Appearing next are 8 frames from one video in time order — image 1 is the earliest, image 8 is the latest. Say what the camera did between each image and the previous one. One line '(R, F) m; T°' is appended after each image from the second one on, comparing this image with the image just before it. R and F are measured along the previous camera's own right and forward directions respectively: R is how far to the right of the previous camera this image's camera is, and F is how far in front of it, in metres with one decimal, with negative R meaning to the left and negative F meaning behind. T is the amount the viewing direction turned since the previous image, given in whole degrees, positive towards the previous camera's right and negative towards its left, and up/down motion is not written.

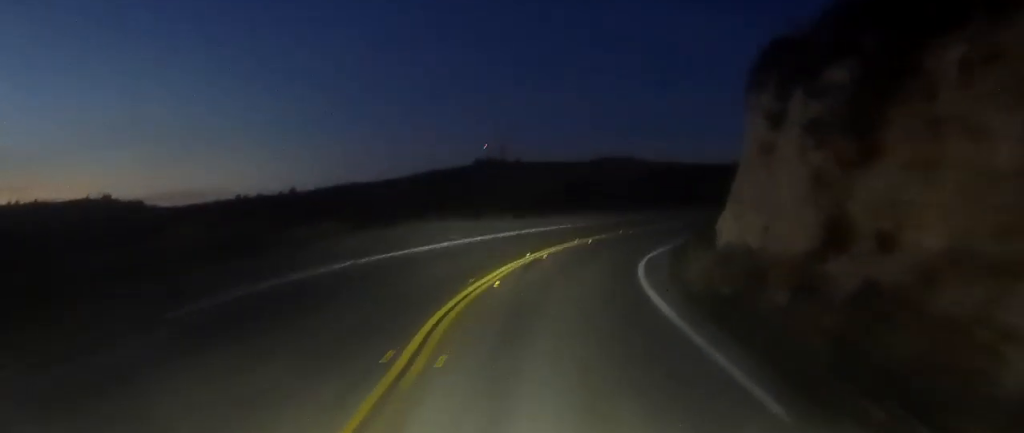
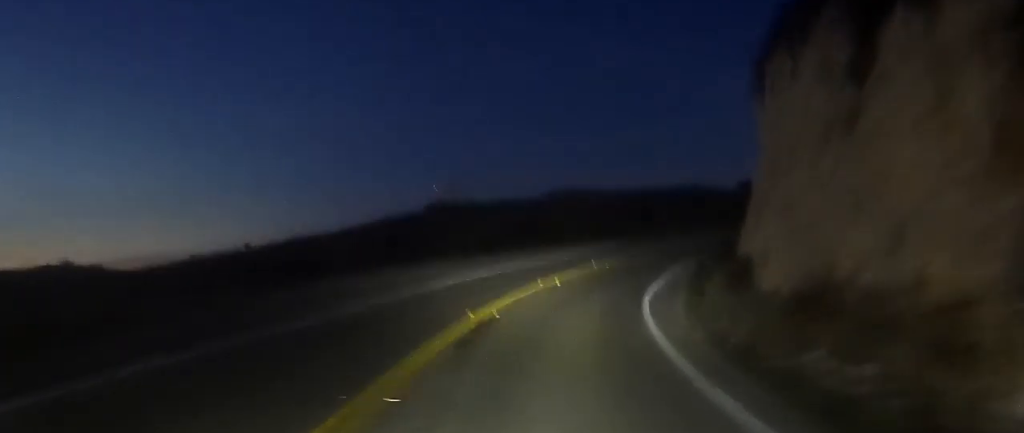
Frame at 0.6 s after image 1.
(+0.3, +8.0) m; +3°
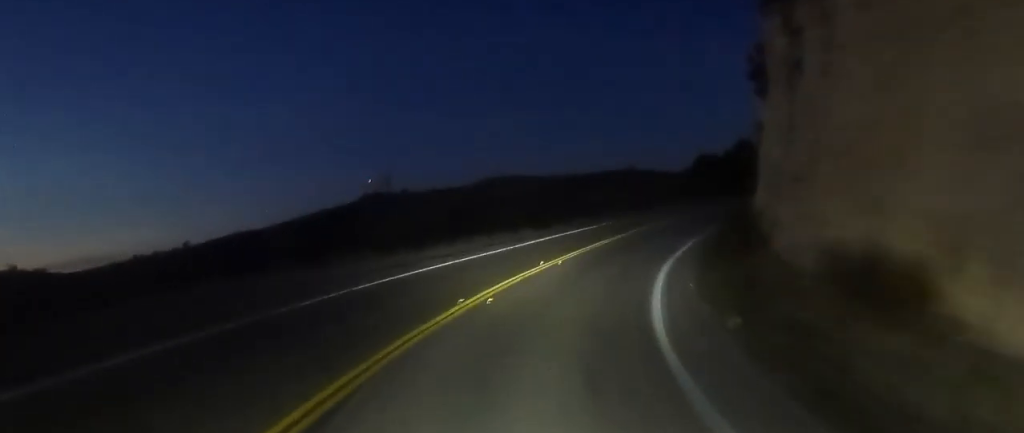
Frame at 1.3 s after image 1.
(+0.3, +8.8) m; +4°
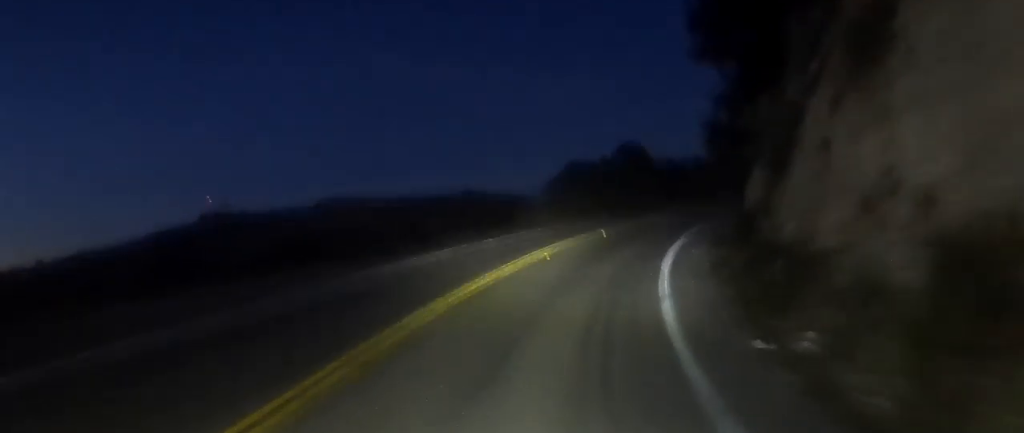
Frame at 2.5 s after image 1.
(+1.0, +15.9) m; +9°
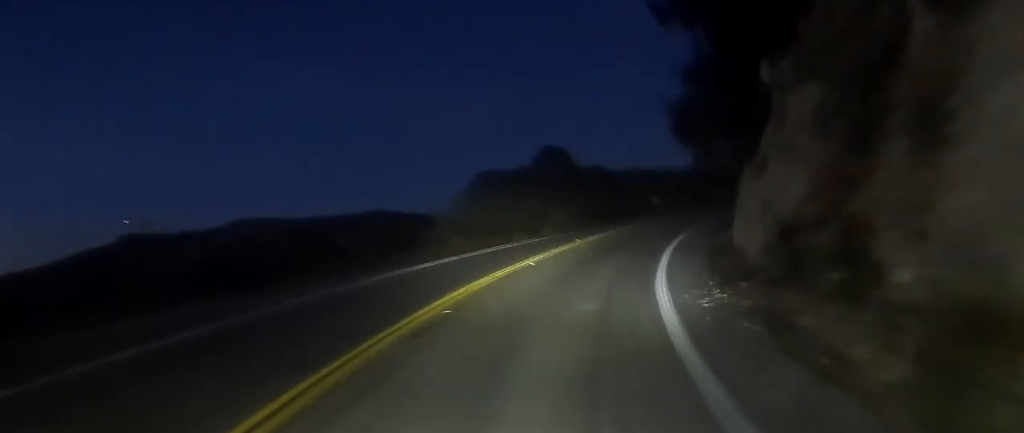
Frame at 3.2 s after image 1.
(+0.1, +7.9) m; +6°
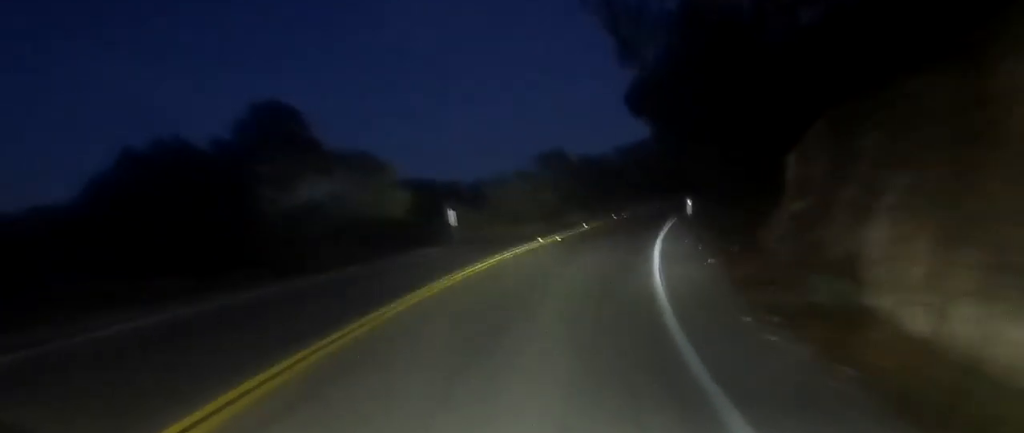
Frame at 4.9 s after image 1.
(+3.4, +19.9) m; +14°
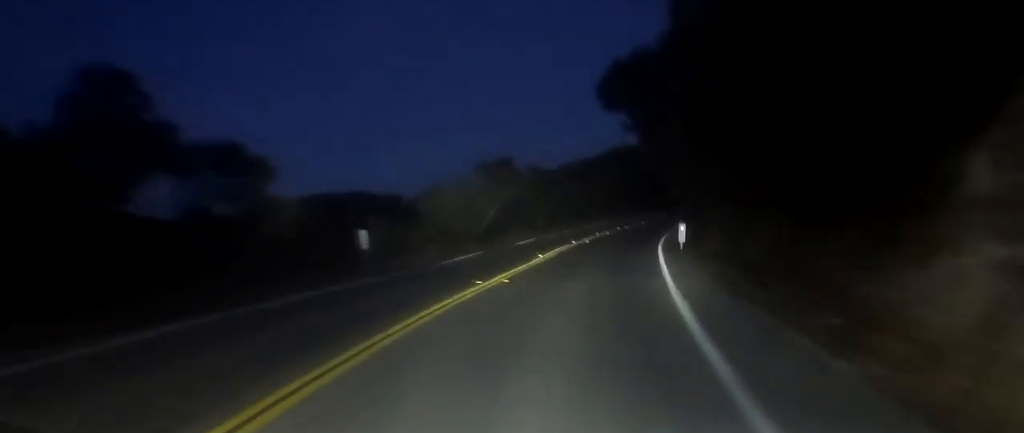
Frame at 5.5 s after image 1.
(+0.2, +7.1) m; +5°
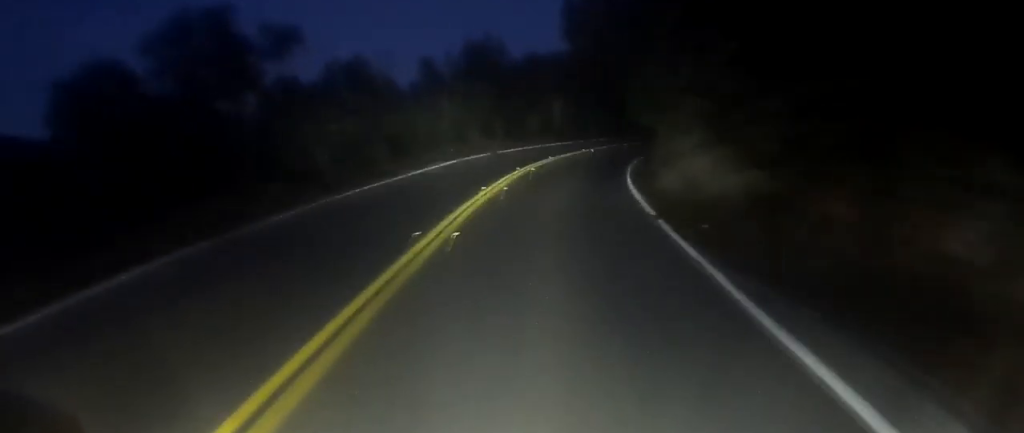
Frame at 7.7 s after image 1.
(+3.8, +26.2) m; +10°
